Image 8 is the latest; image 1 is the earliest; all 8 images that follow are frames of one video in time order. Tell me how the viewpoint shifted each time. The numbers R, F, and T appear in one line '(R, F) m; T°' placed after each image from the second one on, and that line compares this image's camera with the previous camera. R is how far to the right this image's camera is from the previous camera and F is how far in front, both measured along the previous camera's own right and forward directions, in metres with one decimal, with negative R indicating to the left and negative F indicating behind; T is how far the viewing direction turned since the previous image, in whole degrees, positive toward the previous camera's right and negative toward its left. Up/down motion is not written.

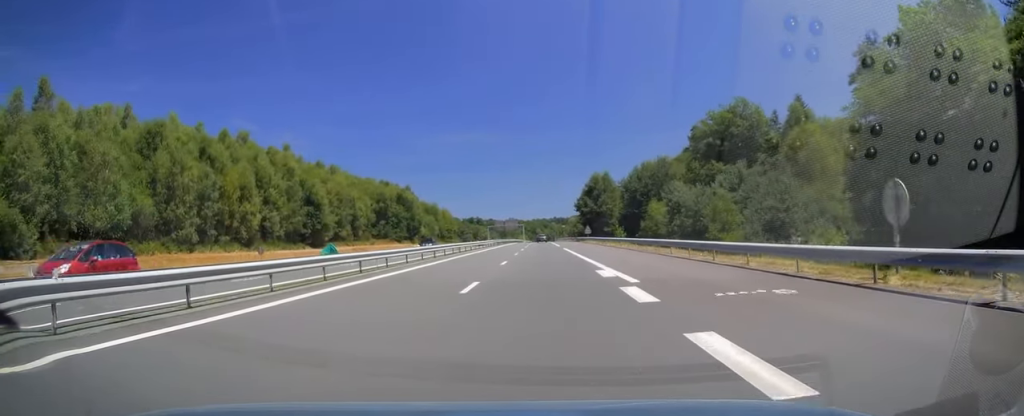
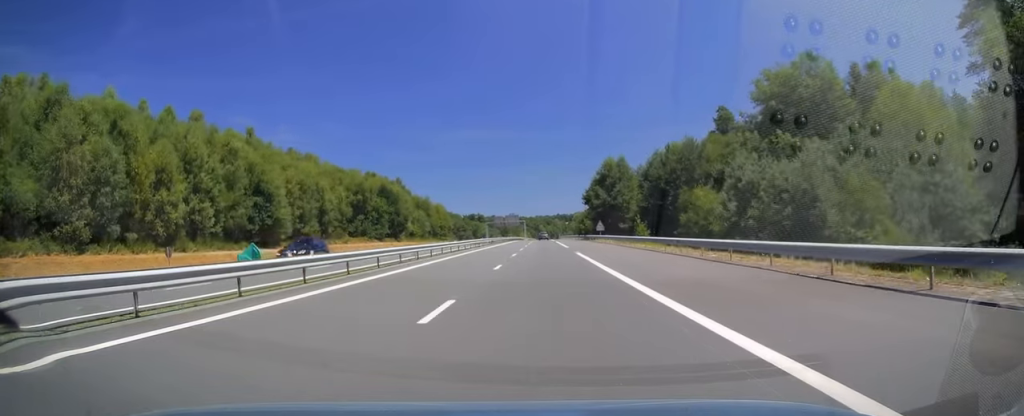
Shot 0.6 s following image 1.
(-0.1, +17.8) m; 0°
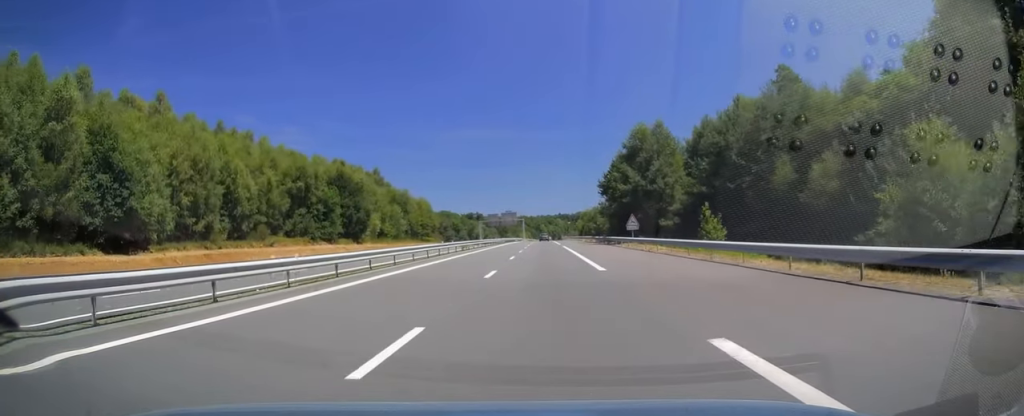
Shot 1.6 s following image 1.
(-0.1, +29.3) m; 0°
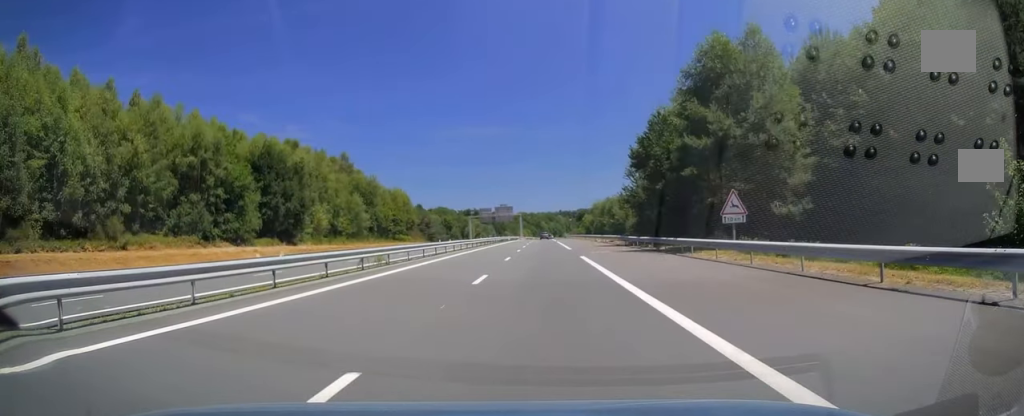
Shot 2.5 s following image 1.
(0.0, +28.7) m; 0°
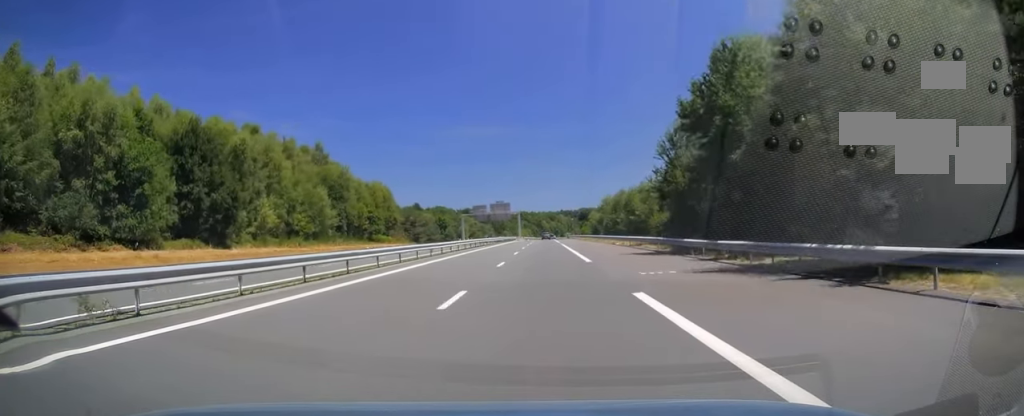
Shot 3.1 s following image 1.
(0.0, +17.9) m; 0°
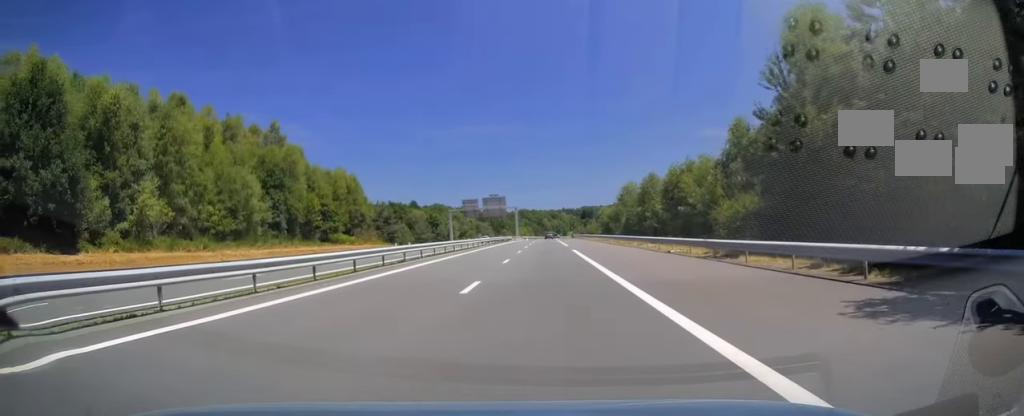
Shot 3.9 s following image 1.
(0.0, +23.4) m; 0°
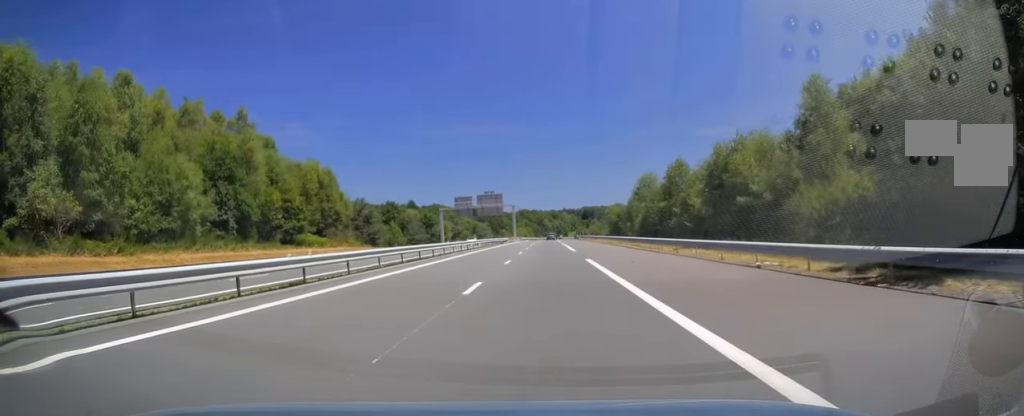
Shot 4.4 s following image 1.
(-0.1, +12.9) m; 0°
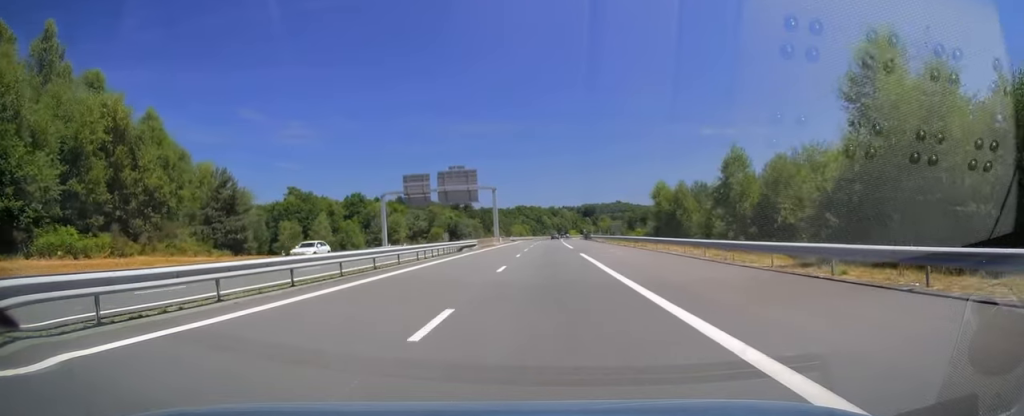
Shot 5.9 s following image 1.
(+0.2, +45.2) m; -1°
